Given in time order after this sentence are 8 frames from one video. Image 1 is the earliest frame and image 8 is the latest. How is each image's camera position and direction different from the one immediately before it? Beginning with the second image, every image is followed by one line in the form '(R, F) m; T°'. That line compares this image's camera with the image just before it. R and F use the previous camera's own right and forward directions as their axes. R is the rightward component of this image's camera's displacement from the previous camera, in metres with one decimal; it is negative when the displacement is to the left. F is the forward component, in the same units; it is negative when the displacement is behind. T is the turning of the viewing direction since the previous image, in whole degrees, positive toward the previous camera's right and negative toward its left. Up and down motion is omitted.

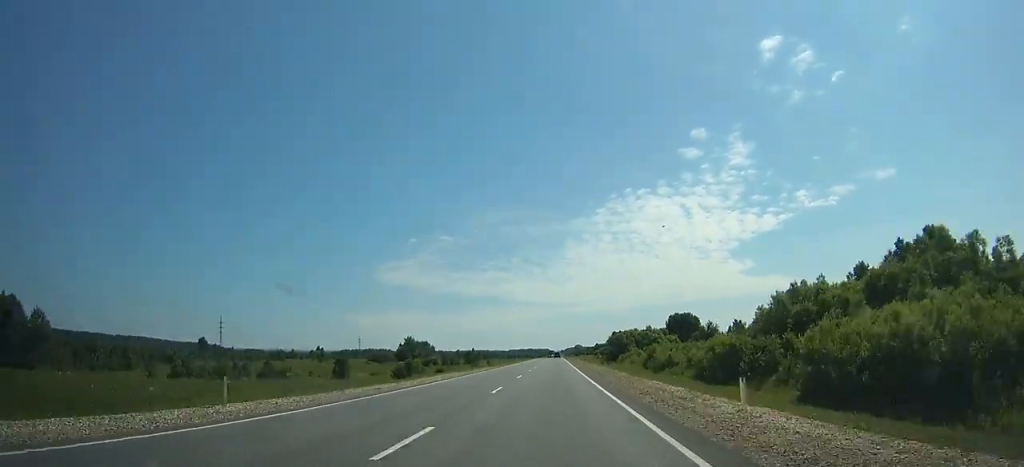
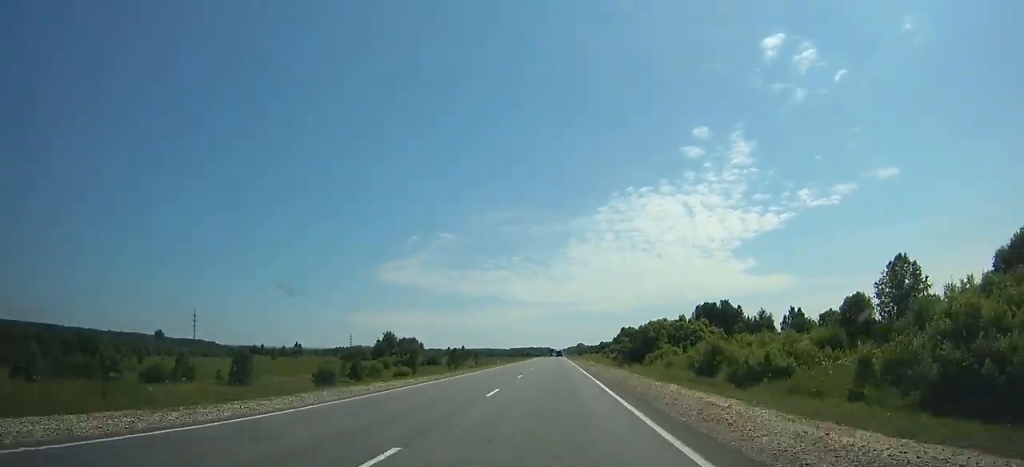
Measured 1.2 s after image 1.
(0.0, +38.3) m; 0°
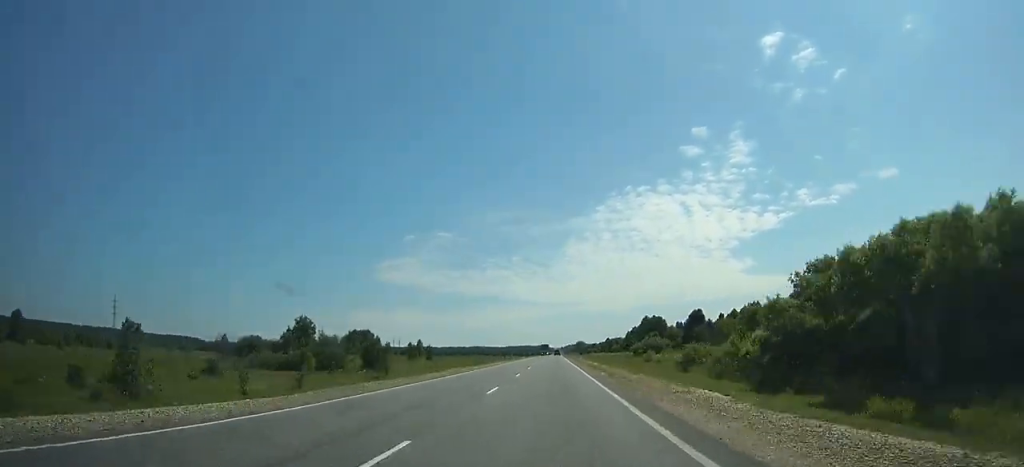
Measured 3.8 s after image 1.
(-0.1, +83.9) m; 0°
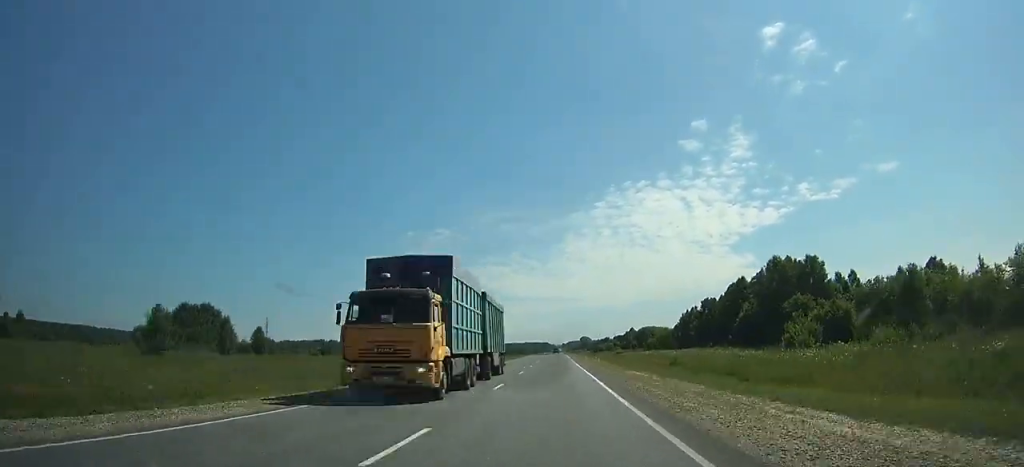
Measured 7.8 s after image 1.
(-0.1, +131.4) m; 0°
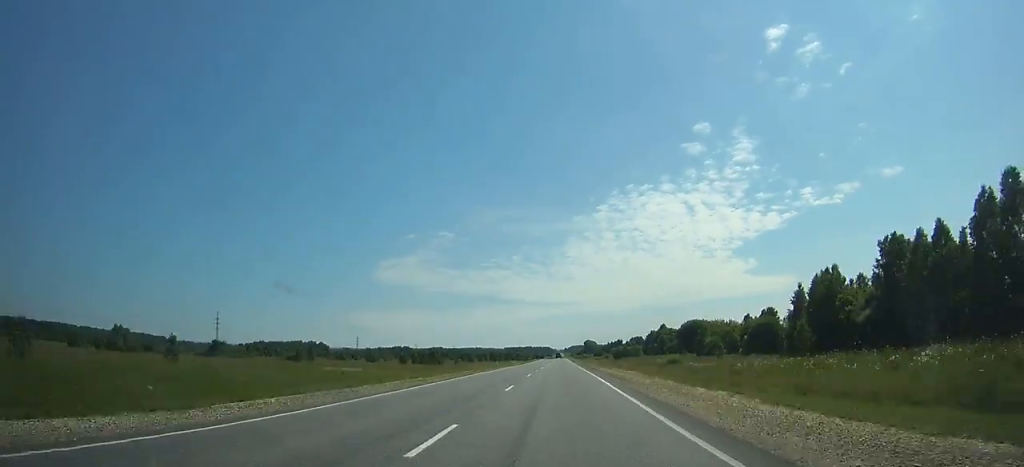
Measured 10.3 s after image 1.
(0.0, +83.5) m; 0°
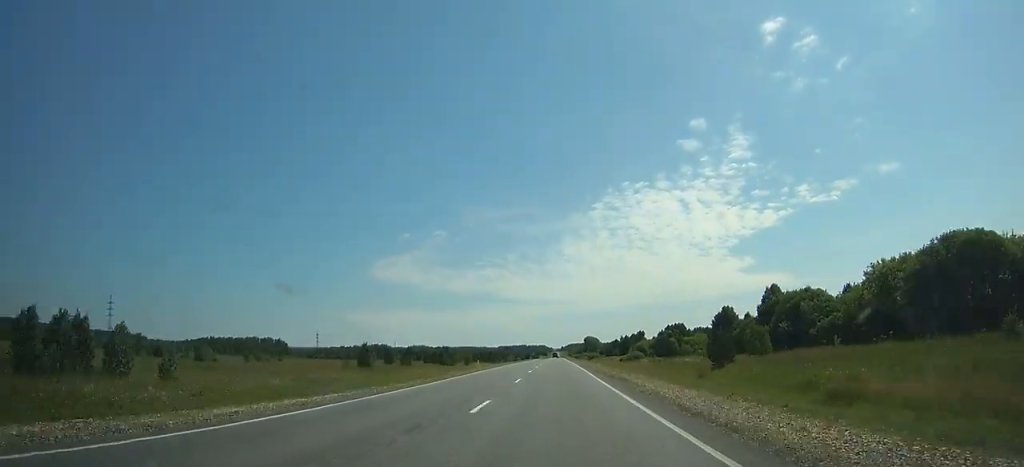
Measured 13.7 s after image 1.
(+0.1, +115.4) m; 0°
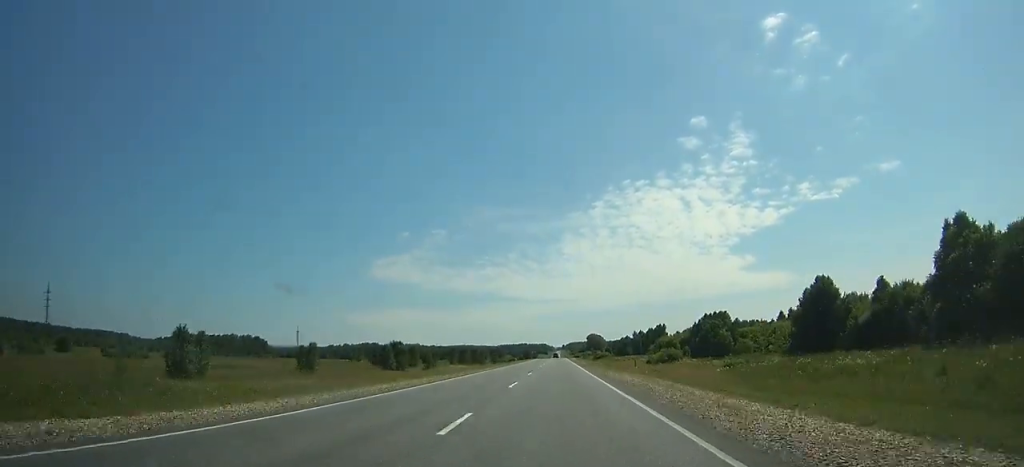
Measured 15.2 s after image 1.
(0.0, +51.3) m; 0°
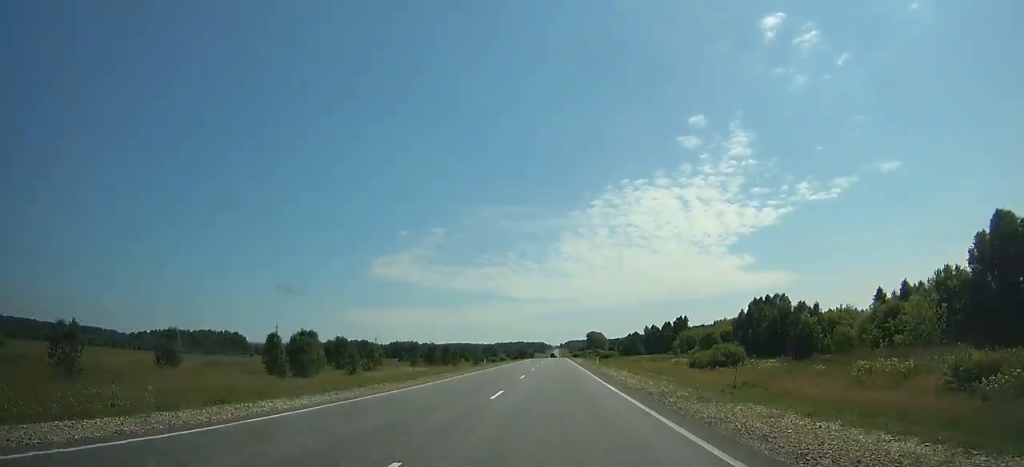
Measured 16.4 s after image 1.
(0.0, +41.6) m; 0°
